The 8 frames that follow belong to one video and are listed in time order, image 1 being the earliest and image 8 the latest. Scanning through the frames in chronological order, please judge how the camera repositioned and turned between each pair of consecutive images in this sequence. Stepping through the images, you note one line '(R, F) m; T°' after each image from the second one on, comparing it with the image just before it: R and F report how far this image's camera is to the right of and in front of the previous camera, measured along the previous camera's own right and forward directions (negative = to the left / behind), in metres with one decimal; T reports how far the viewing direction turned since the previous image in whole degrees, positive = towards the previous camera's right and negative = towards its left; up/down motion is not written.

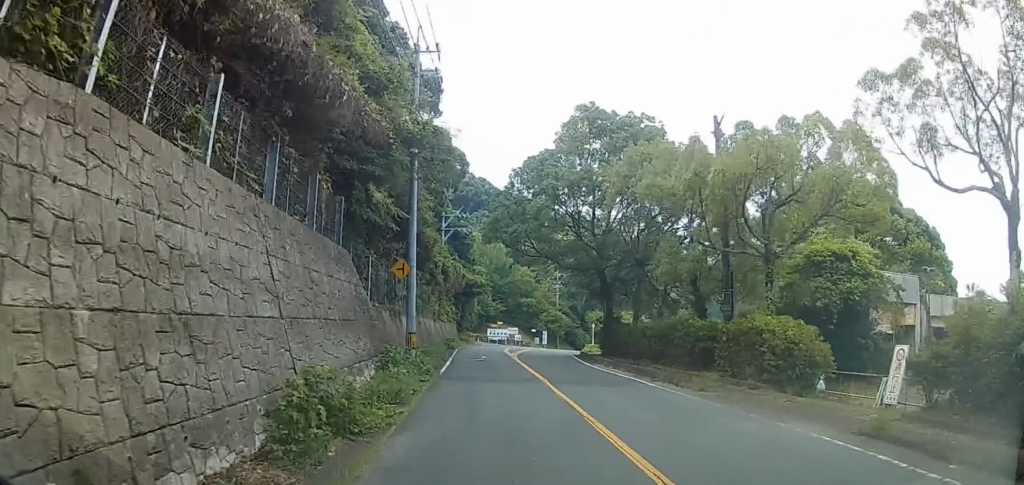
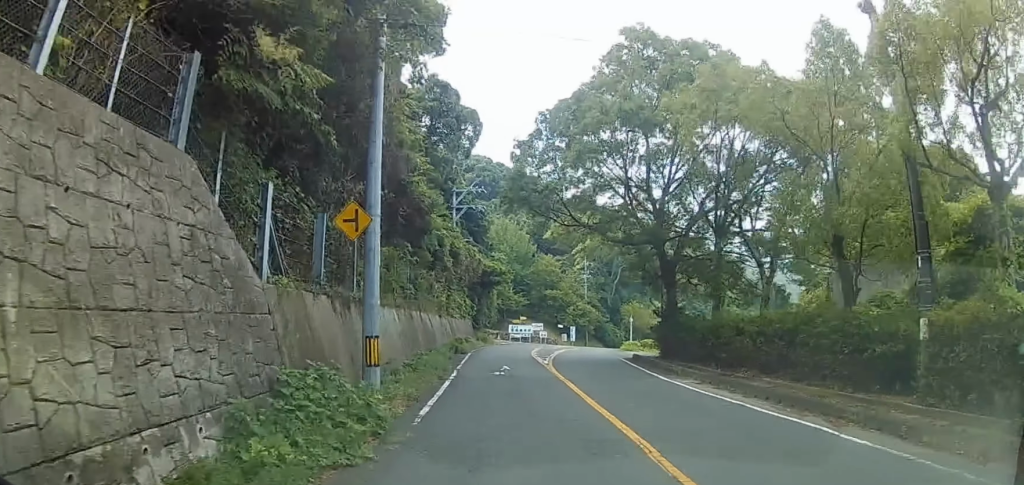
(-0.5, +10.6) m; -3°
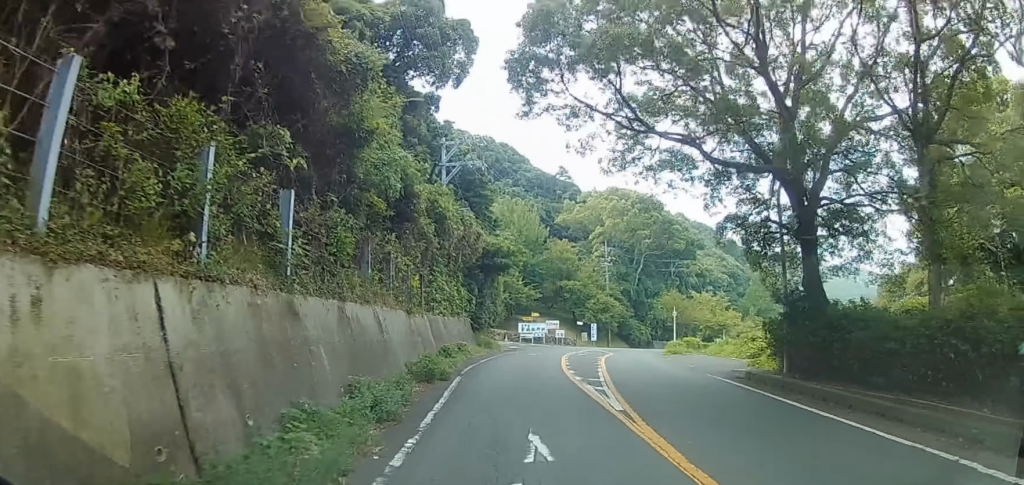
(-0.3, +14.4) m; -2°
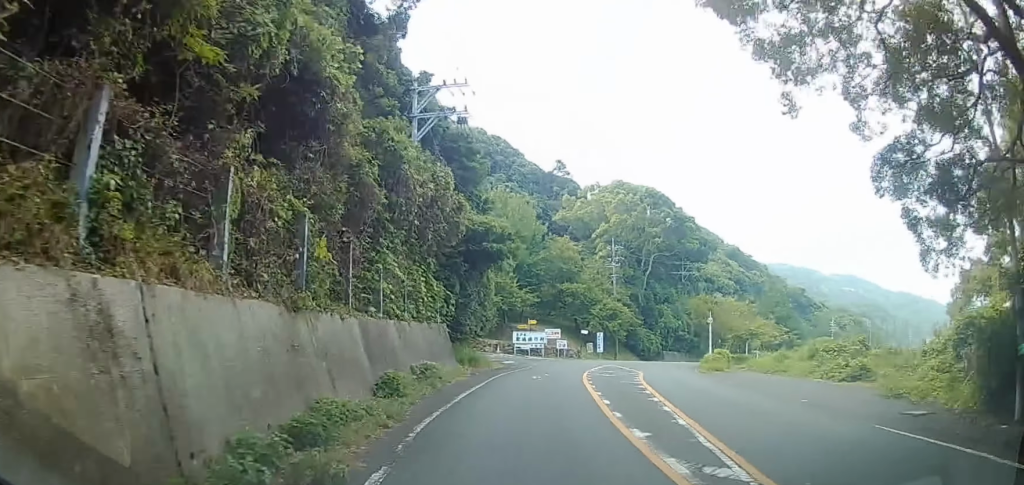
(0.0, +11.1) m; -4°
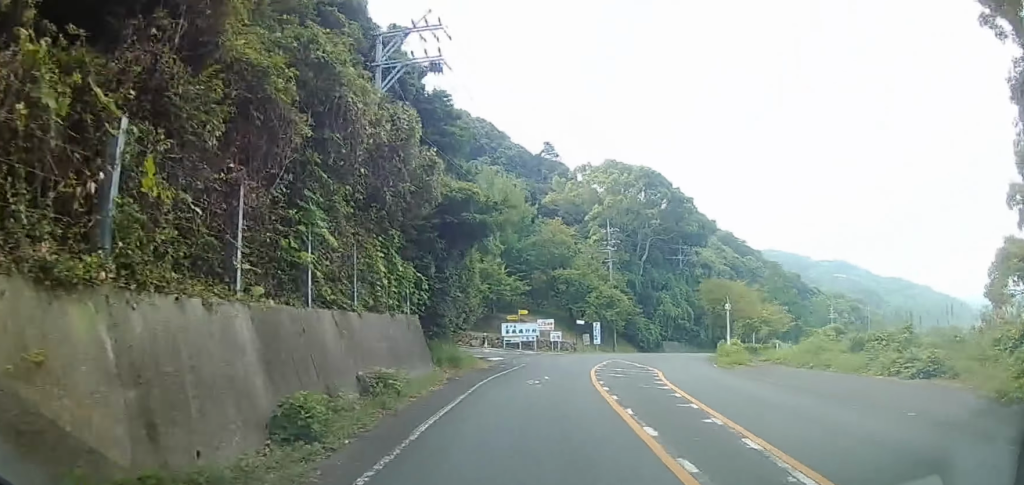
(-0.3, +5.6) m; -2°
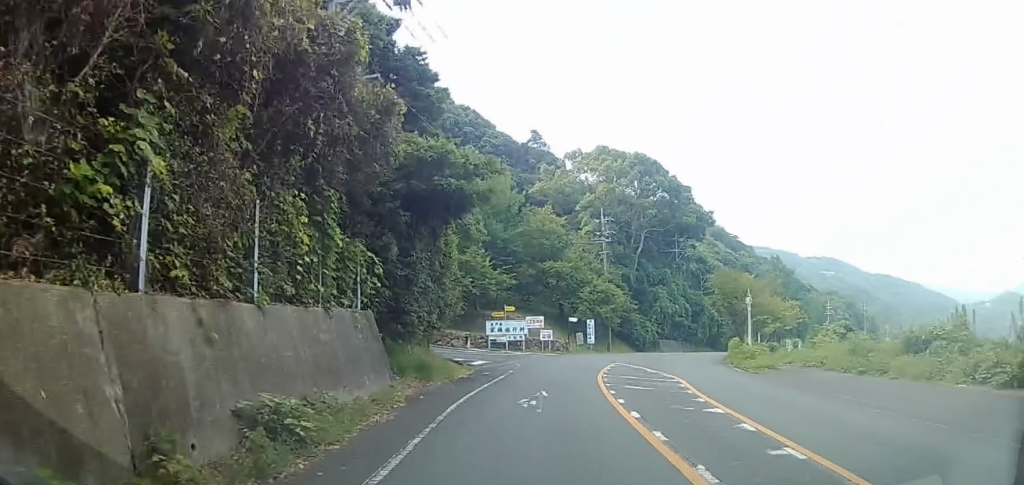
(-0.1, +5.6) m; -1°
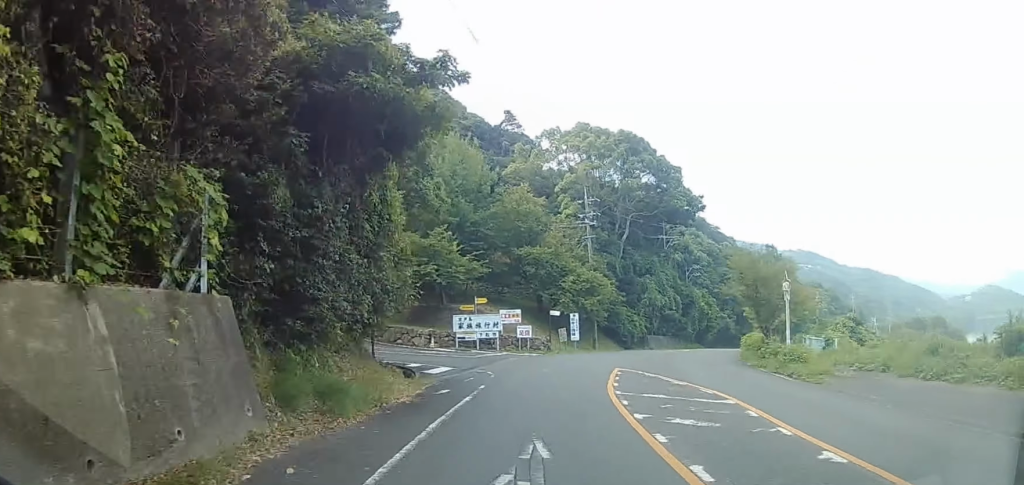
(-0.3, +7.7) m; +5°
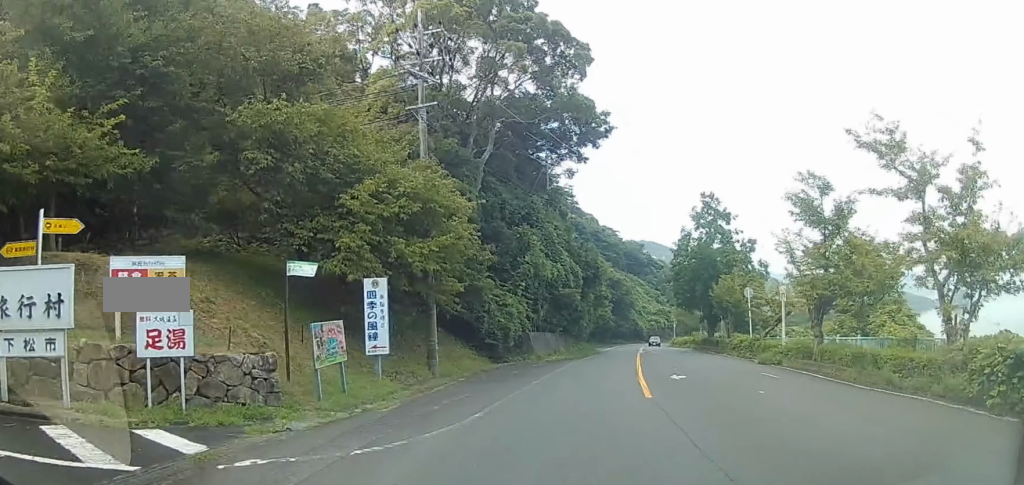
(+5.2, +30.7) m; +15°
